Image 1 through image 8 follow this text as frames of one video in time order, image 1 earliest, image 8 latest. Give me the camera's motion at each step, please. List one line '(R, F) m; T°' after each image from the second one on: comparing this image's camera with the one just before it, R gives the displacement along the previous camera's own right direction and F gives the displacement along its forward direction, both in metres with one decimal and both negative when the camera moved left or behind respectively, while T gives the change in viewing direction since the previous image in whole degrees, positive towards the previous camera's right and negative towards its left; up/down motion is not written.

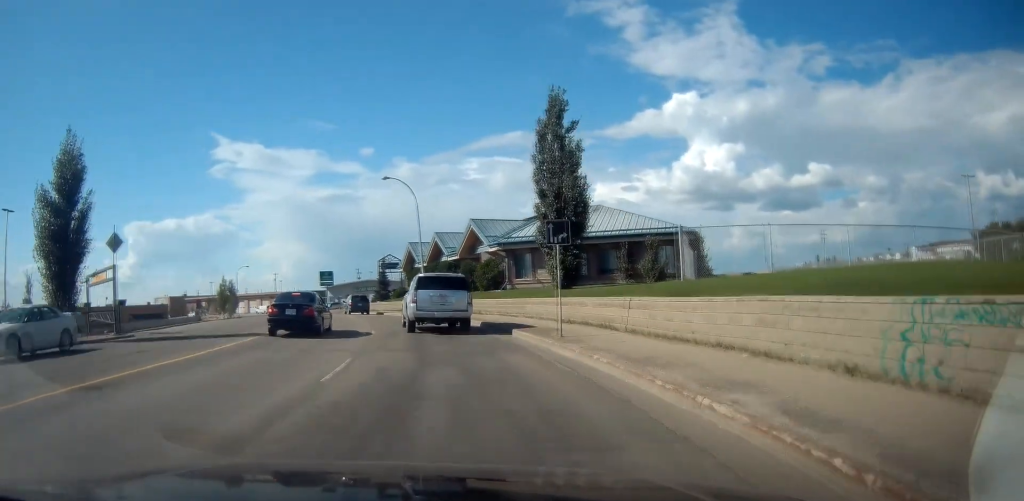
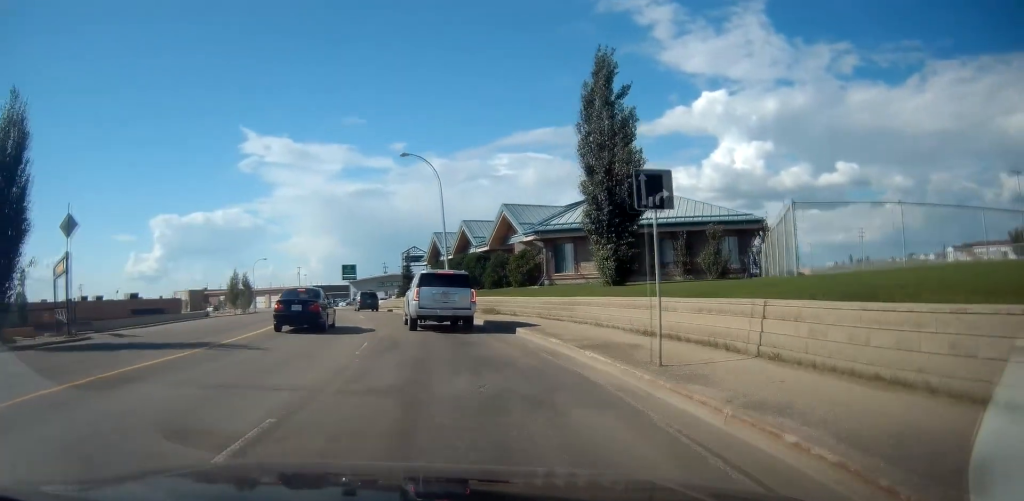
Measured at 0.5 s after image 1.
(+0.1, +5.7) m; -2°
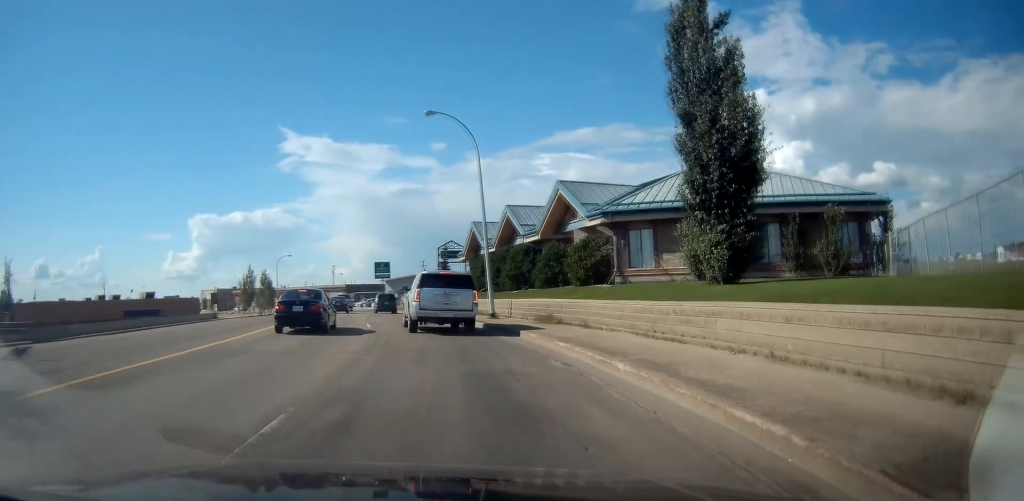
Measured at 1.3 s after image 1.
(-0.1, +8.4) m; -4°
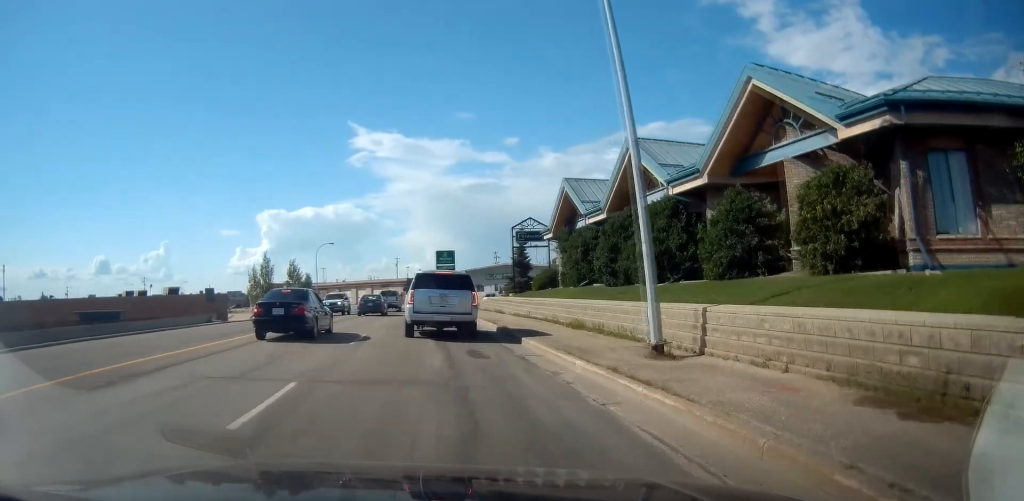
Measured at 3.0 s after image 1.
(-1.7, +16.2) m; -9°
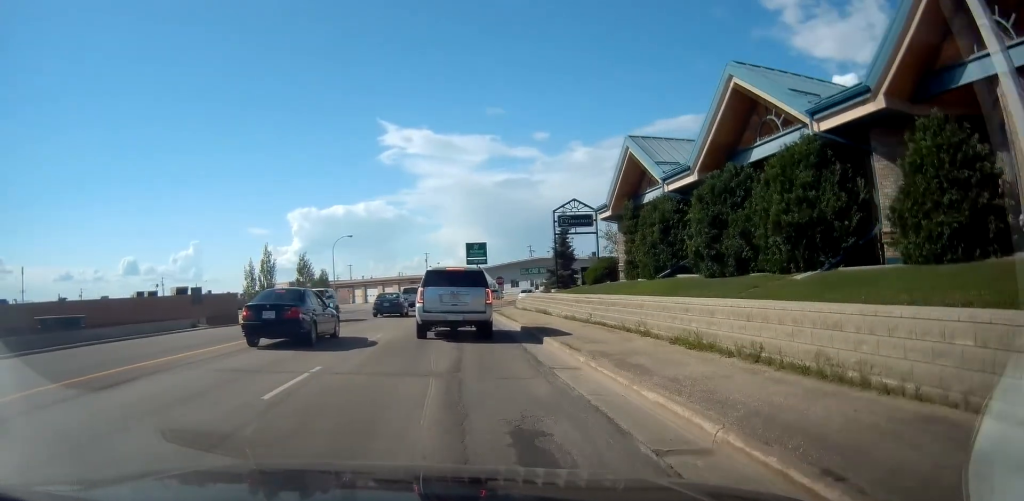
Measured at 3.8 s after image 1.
(0.0, +7.6) m; -1°
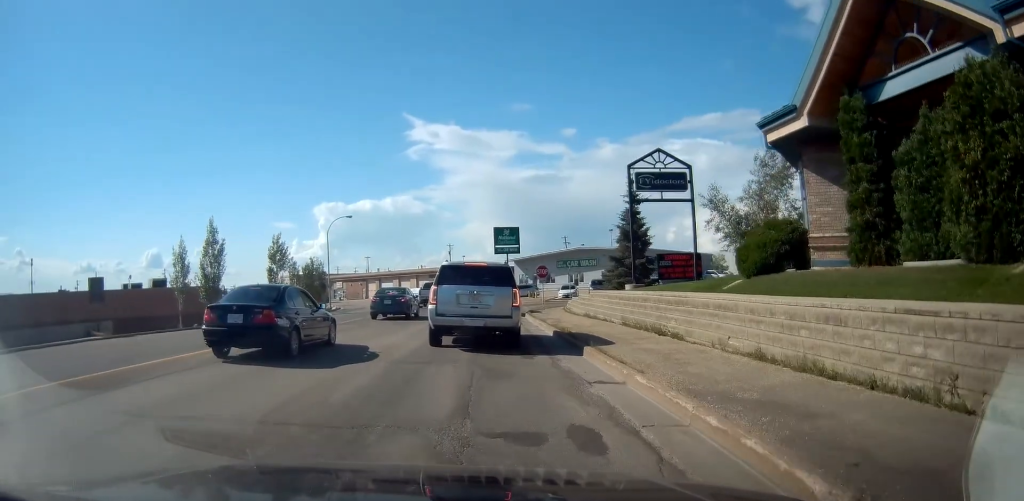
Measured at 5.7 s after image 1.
(+0.2, +14.4) m; +2°
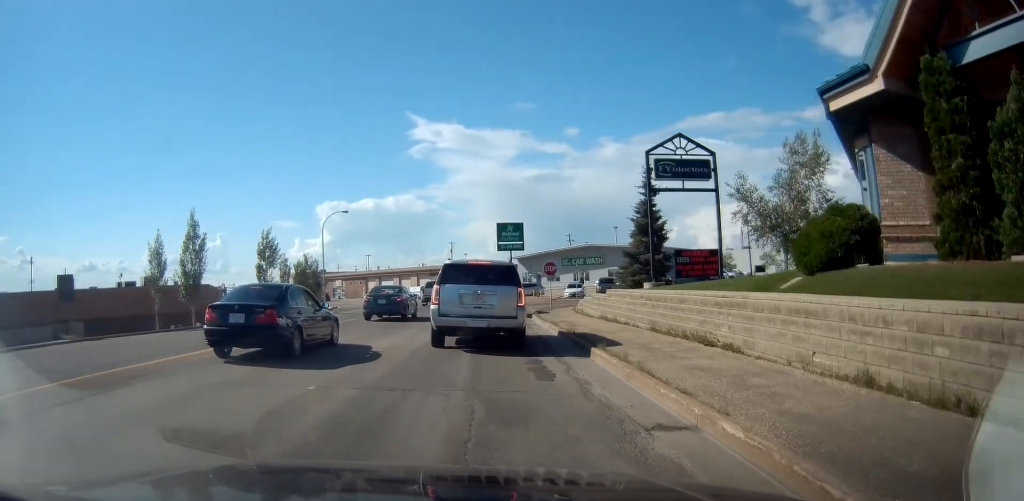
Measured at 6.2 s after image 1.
(+0.1, +2.9) m; 0°
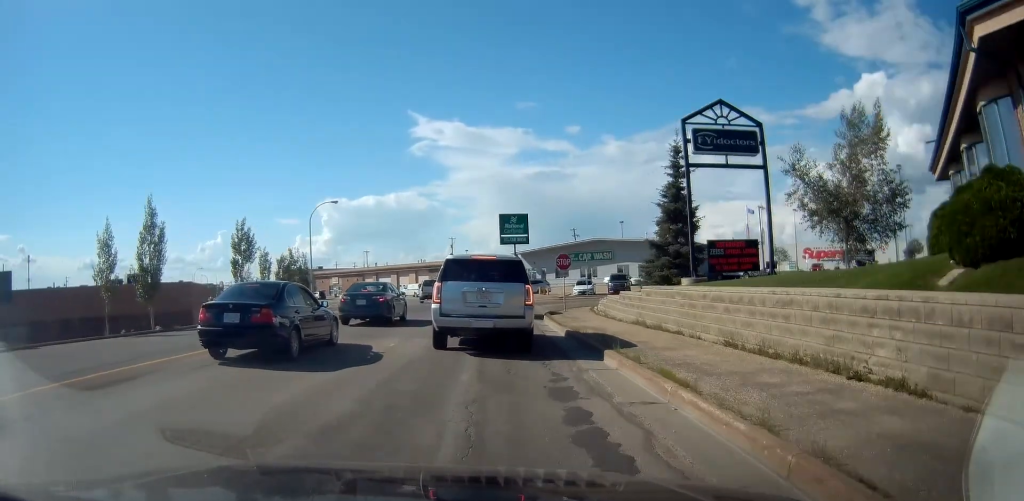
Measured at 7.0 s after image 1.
(-0.1, +4.7) m; -4°
